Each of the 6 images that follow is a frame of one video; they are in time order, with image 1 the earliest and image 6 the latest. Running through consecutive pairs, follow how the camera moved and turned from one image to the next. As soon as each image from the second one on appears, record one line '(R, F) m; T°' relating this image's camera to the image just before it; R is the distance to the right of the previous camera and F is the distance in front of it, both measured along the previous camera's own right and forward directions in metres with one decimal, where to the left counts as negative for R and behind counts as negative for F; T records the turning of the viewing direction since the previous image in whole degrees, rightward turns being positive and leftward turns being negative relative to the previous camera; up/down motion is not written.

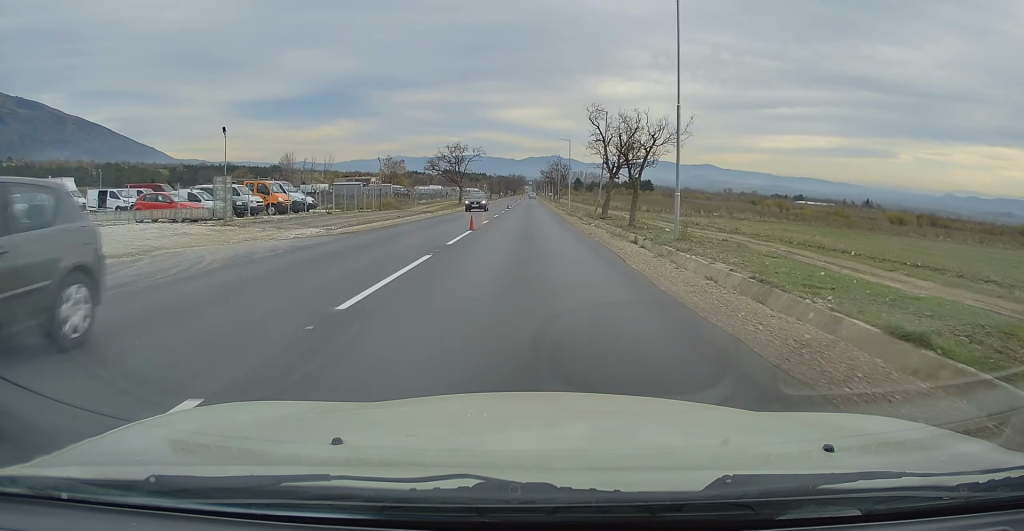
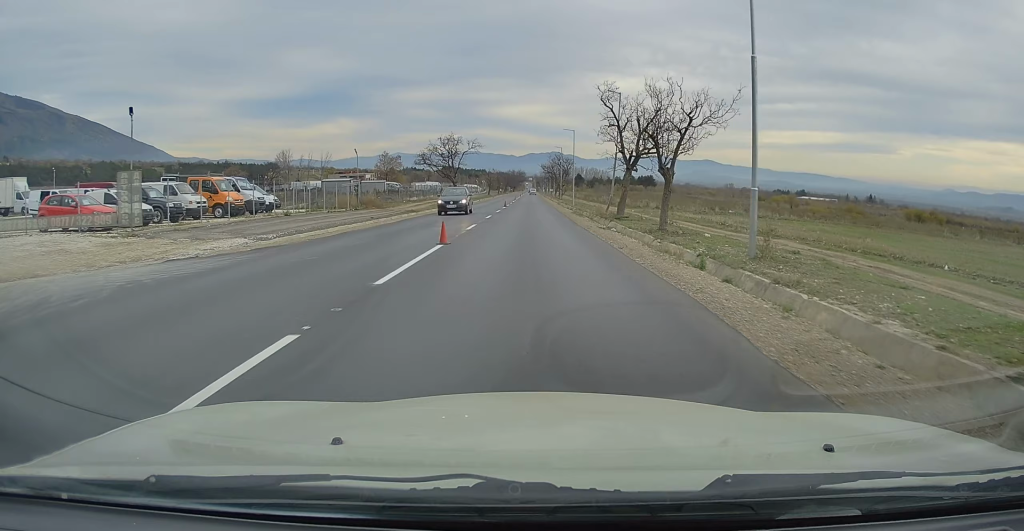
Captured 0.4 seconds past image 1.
(+0.1, +7.5) m; 0°
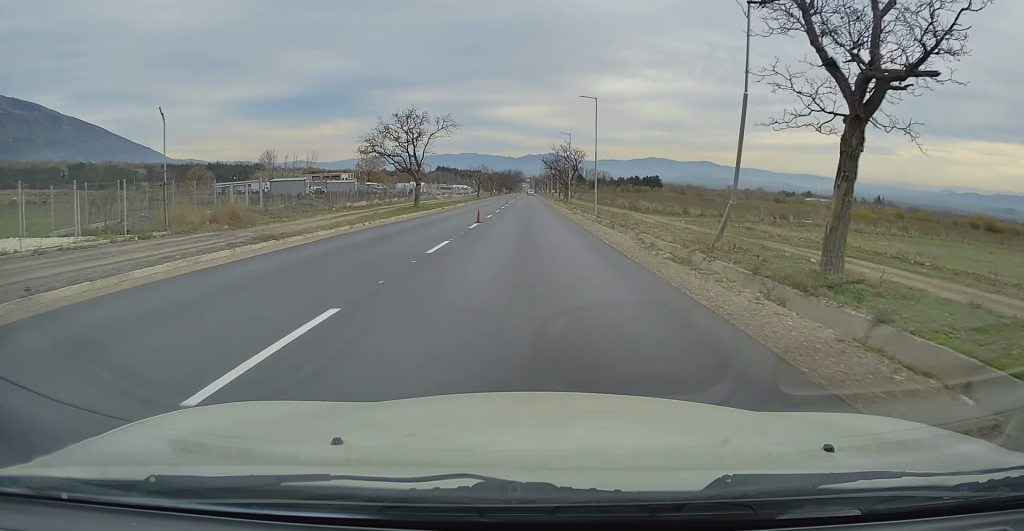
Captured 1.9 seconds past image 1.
(+0.3, +26.1) m; 0°
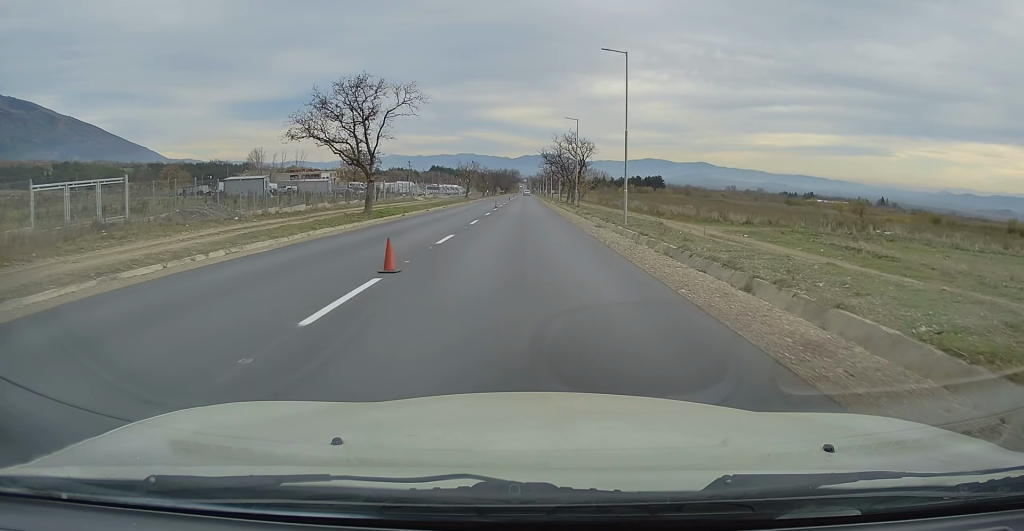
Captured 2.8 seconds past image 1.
(-0.1, +15.9) m; 0°
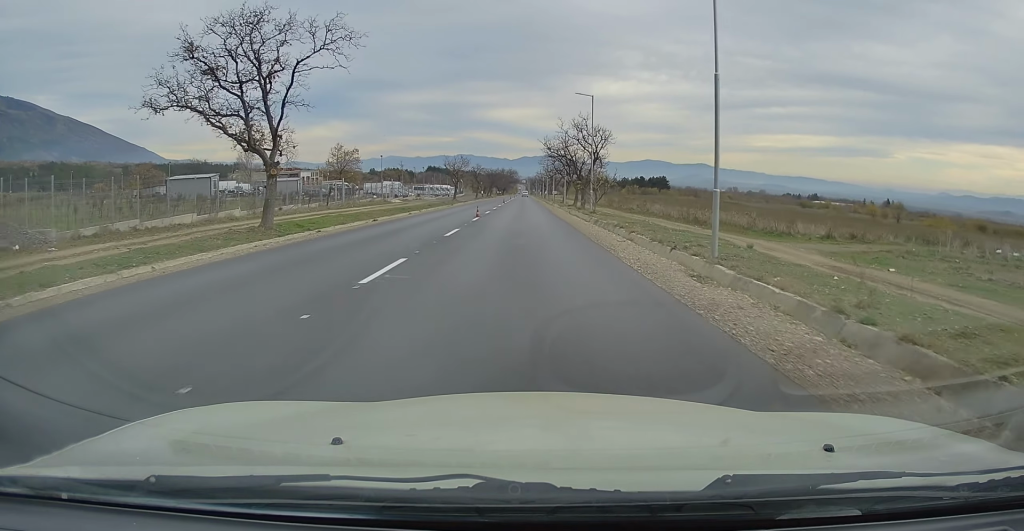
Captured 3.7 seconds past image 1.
(0.0, +15.6) m; 0°
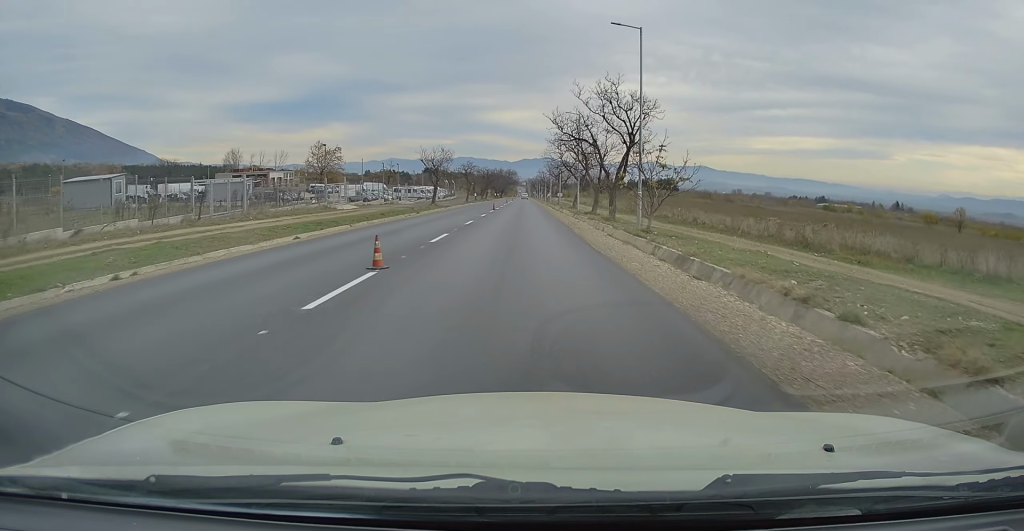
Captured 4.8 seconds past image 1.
(+0.1, +20.1) m; 0°
